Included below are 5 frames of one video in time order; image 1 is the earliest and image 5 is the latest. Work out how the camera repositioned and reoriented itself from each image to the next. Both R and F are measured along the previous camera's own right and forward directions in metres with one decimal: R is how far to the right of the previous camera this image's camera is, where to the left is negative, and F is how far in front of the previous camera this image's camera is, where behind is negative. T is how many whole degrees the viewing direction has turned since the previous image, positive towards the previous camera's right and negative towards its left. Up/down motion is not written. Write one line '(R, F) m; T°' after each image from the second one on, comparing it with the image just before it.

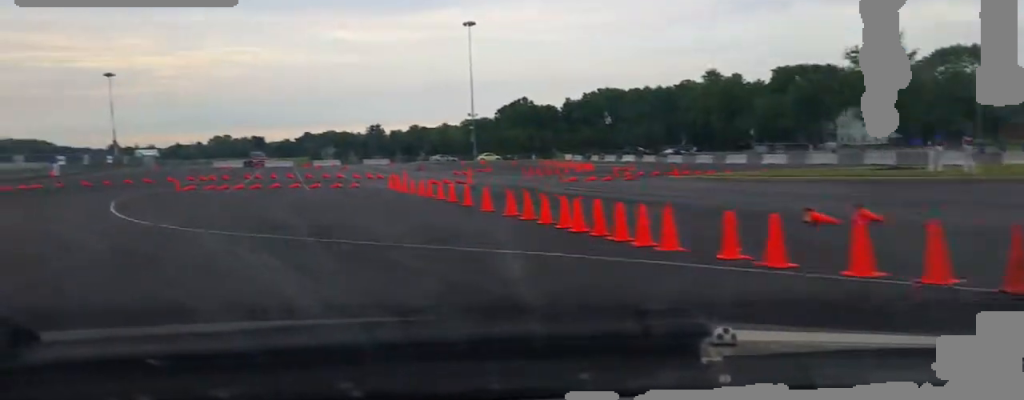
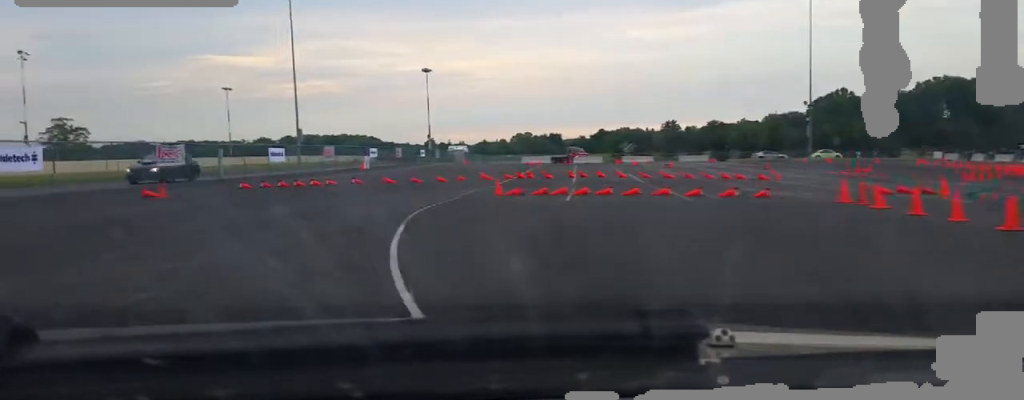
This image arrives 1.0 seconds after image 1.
(-2.1, +12.4) m; -13°
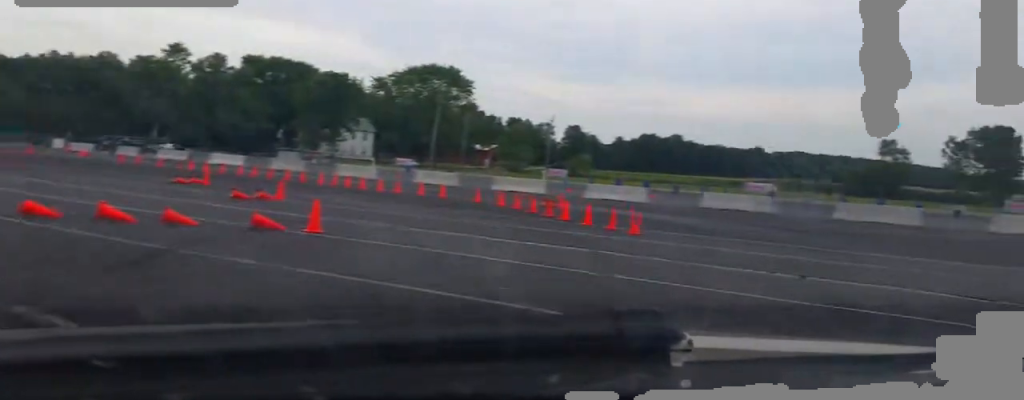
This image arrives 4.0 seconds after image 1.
(+7.6, +34.1) m; +59°
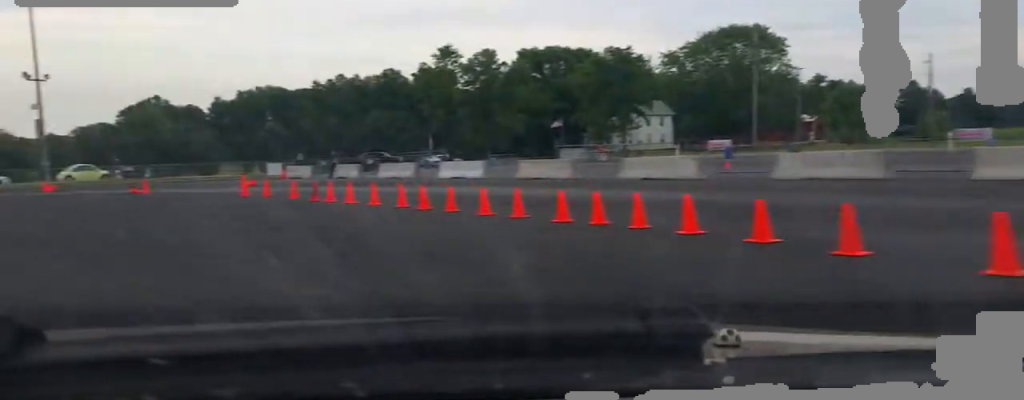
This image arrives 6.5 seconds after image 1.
(+4.2, +24.4) m; -24°
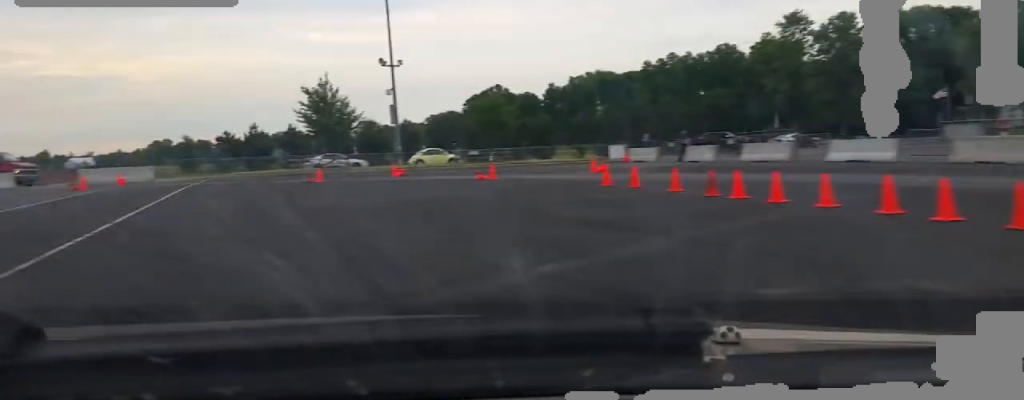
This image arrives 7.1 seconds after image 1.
(-0.9, +6.5) m; -16°
